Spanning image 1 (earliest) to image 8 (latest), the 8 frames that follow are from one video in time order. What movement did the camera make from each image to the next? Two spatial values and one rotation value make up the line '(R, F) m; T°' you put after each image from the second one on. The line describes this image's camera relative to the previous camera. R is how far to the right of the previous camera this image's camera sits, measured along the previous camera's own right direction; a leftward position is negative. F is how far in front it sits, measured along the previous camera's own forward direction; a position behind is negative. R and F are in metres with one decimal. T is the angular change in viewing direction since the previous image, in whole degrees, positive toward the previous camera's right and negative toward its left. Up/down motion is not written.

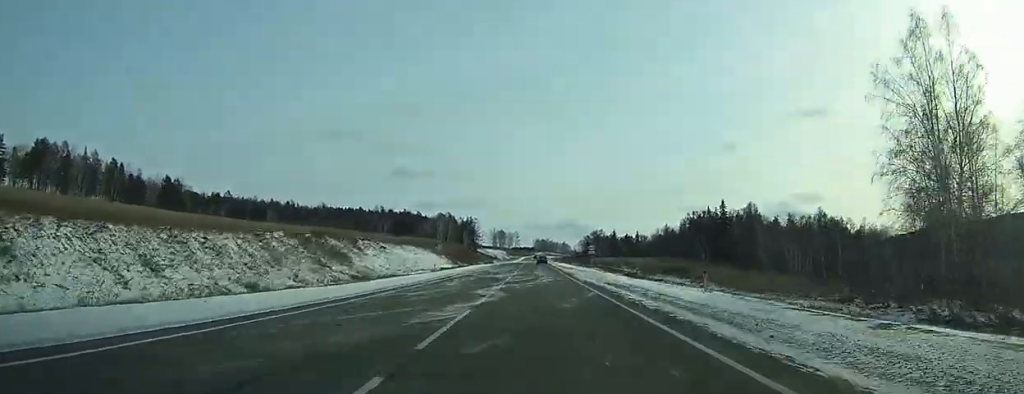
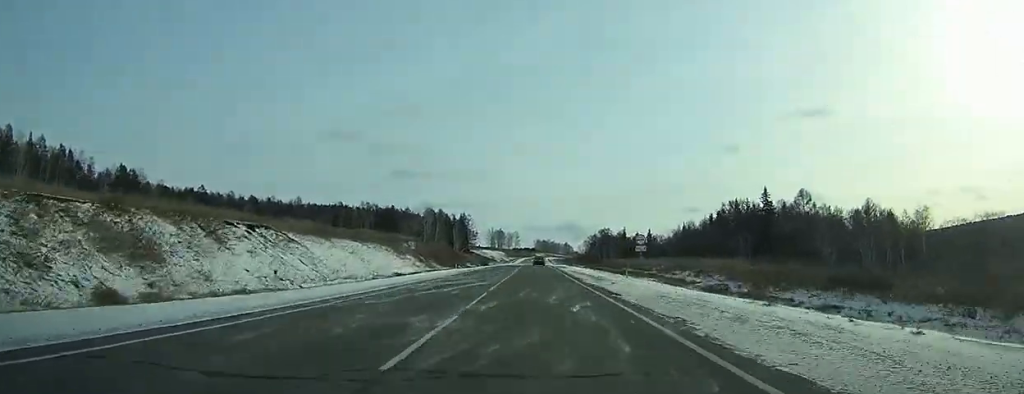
(0.0, +31.8) m; 0°
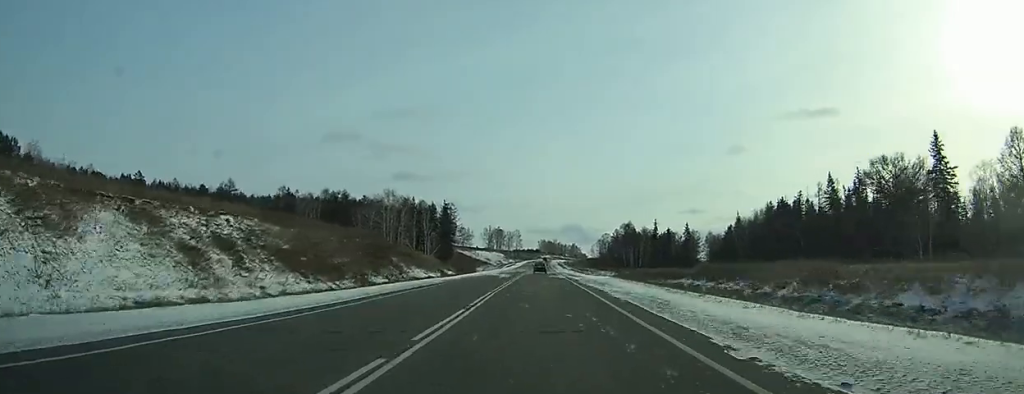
(-0.1, +64.2) m; 0°
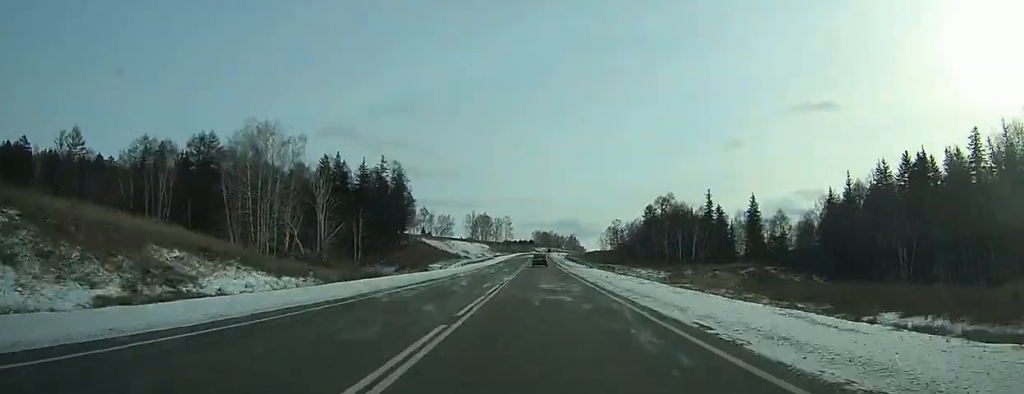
(+0.2, +77.7) m; 0°
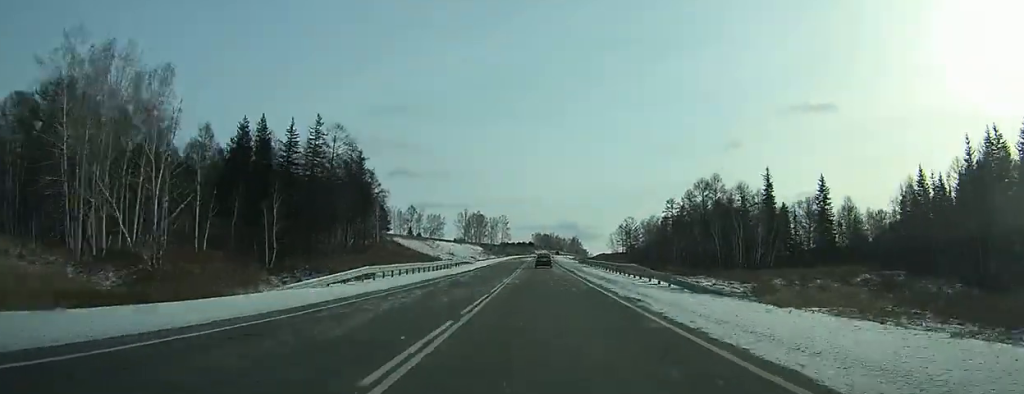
(+0.1, +38.7) m; 0°
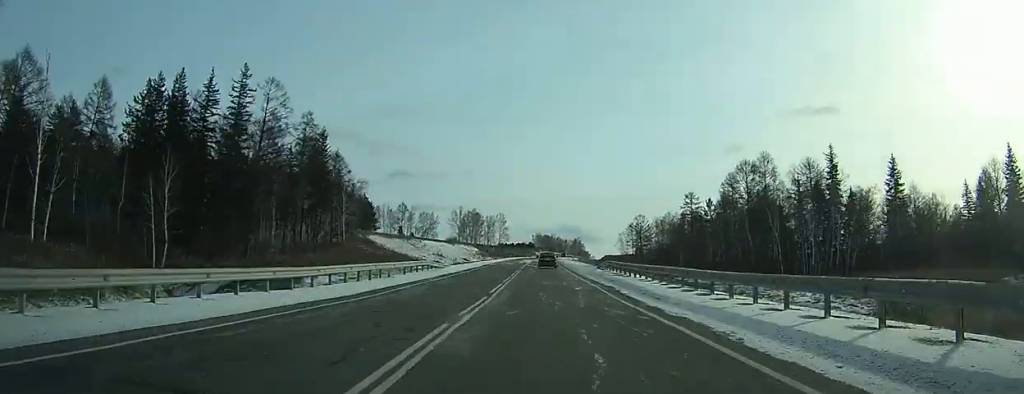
(0.0, +24.1) m; 0°
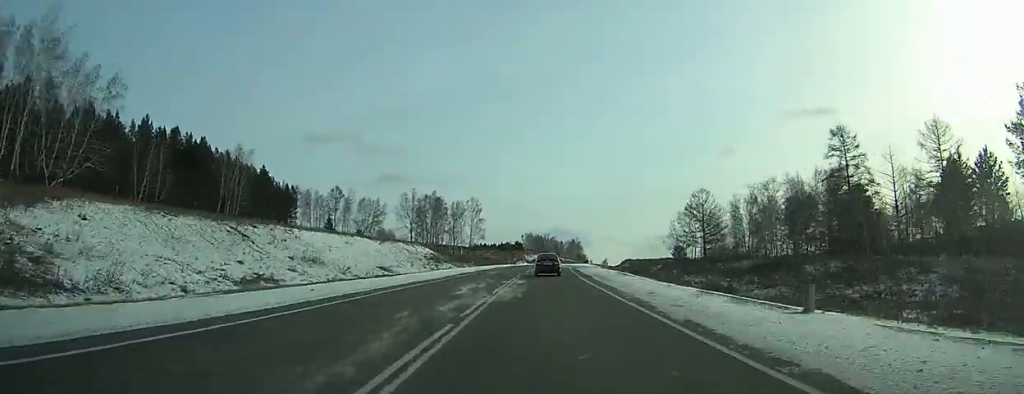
(+0.6, +89.7) m; +1°
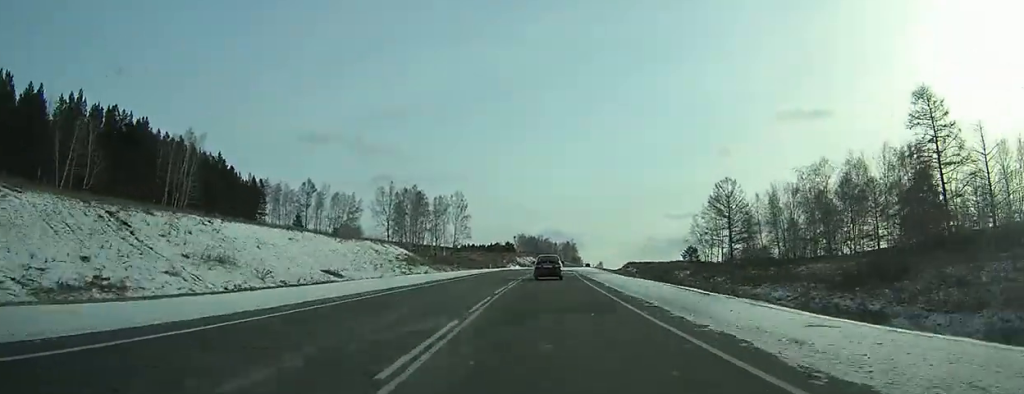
(0.0, +21.1) m; +1°
